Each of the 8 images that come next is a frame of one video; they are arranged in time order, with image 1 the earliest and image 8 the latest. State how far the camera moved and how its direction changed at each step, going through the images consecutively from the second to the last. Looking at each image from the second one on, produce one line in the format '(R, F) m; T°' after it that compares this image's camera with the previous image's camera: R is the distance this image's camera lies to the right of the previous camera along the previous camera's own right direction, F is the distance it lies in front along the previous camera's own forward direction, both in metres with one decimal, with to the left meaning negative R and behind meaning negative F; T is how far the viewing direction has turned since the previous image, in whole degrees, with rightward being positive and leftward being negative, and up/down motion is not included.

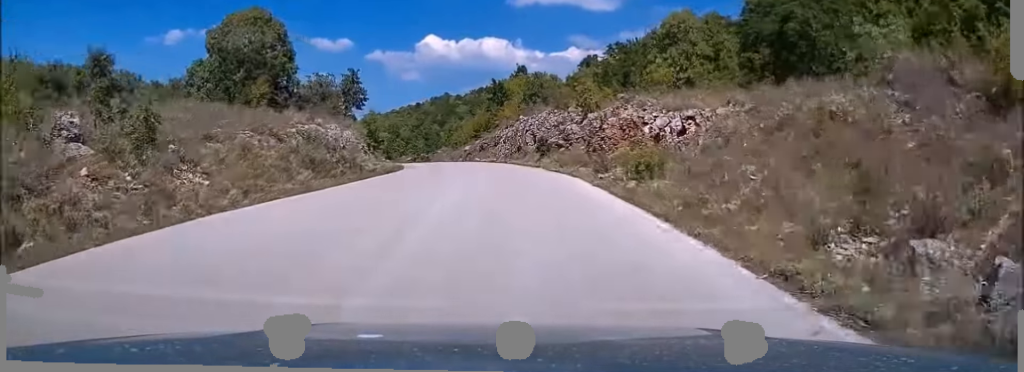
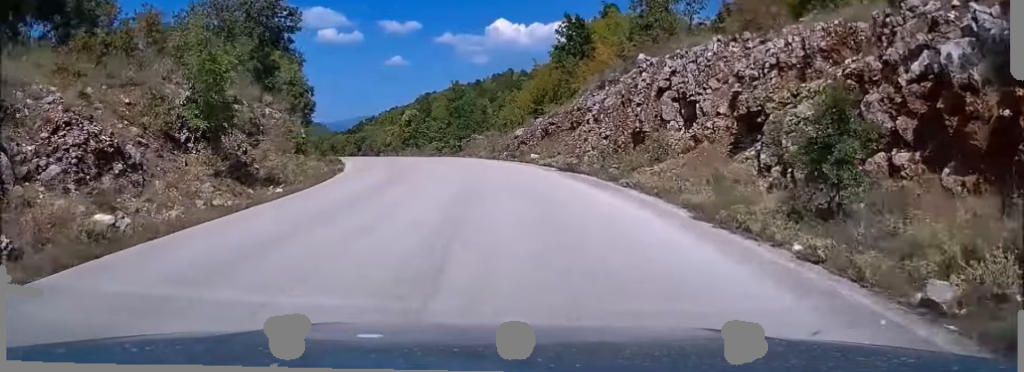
(-1.3, +36.4) m; -6°
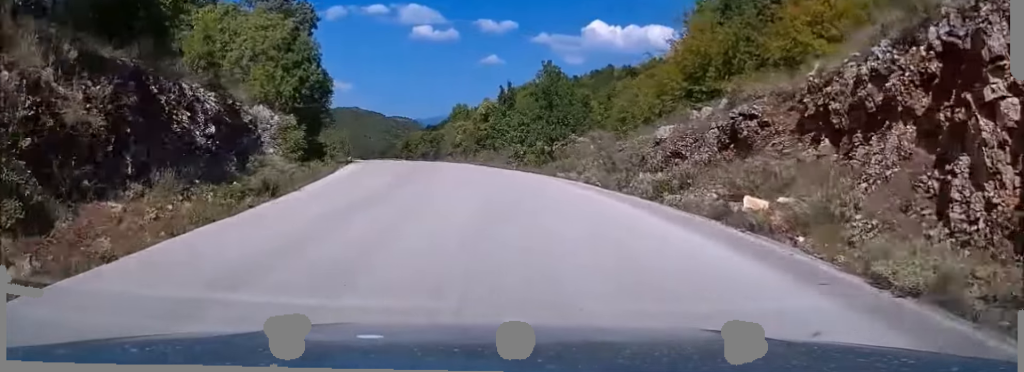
(-1.0, +21.9) m; -6°
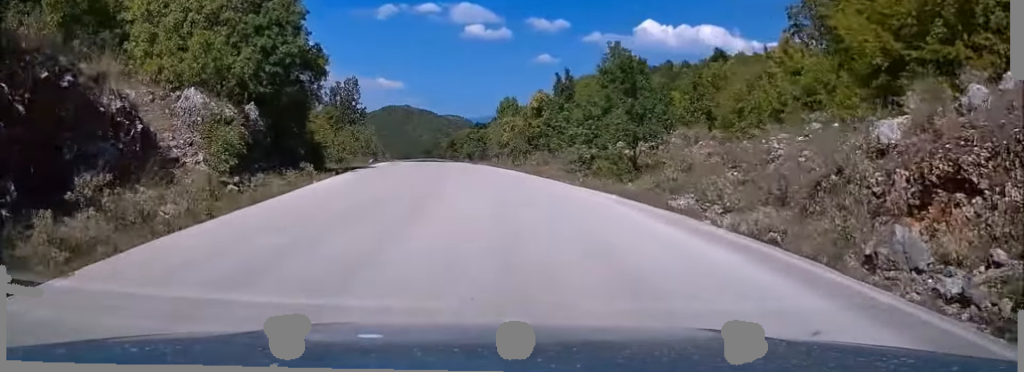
(-0.1, +11.8) m; -4°
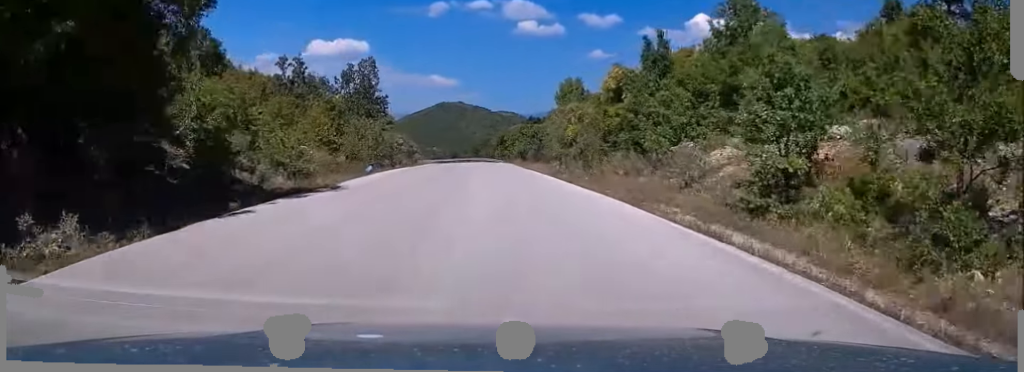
(-0.9, +17.0) m; -5°
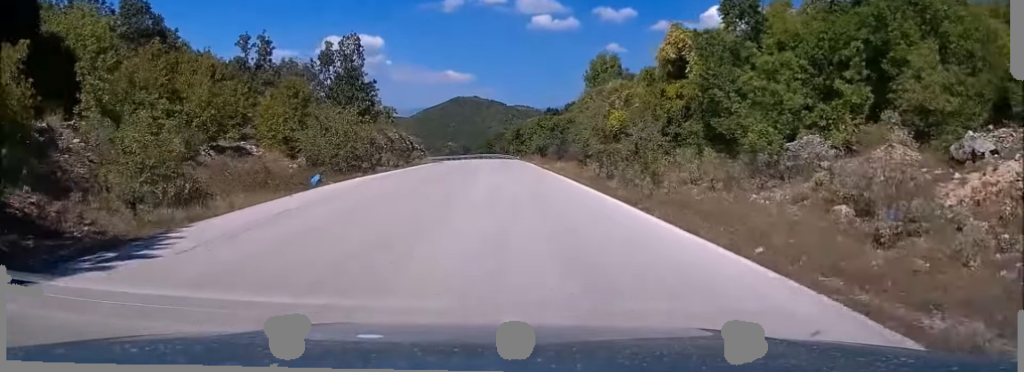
(-0.4, +11.6) m; -2°
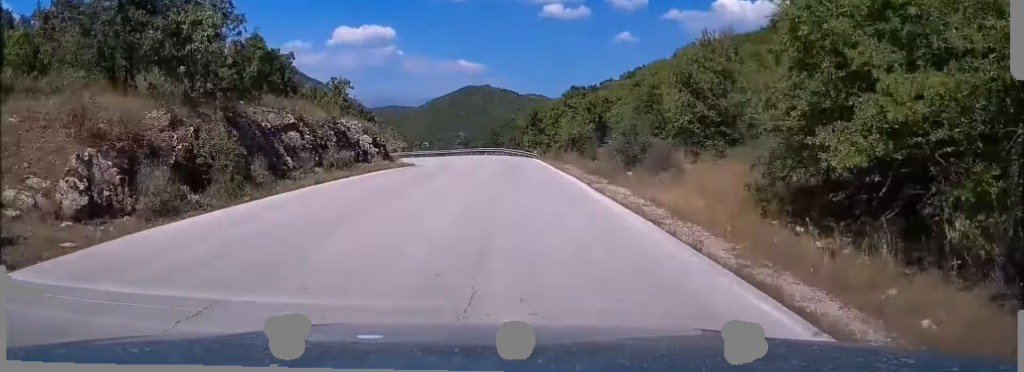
(-1.0, +30.1) m; -2°
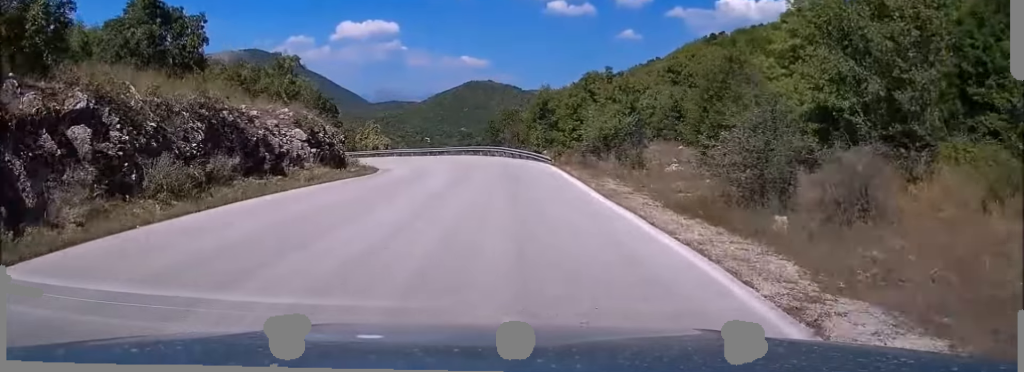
(0.0, +15.1) m; 0°
